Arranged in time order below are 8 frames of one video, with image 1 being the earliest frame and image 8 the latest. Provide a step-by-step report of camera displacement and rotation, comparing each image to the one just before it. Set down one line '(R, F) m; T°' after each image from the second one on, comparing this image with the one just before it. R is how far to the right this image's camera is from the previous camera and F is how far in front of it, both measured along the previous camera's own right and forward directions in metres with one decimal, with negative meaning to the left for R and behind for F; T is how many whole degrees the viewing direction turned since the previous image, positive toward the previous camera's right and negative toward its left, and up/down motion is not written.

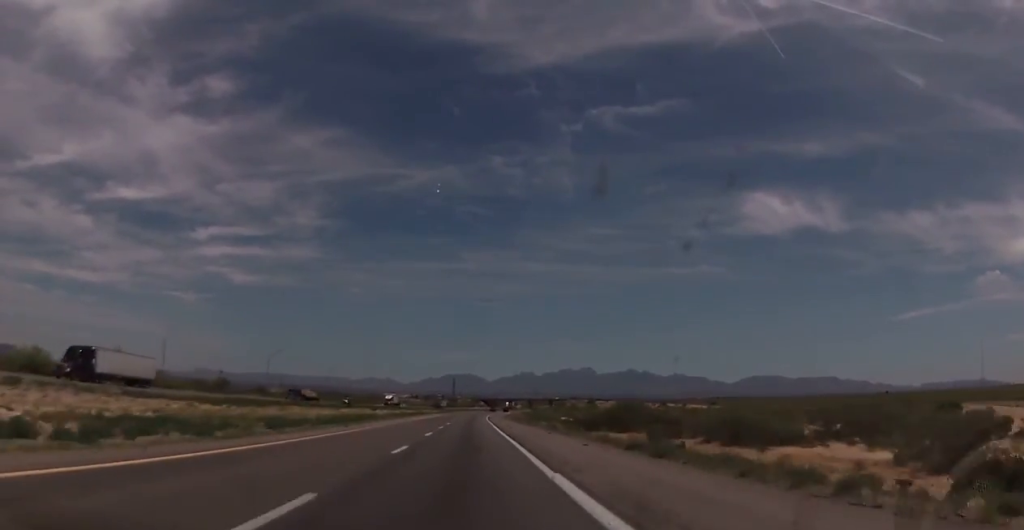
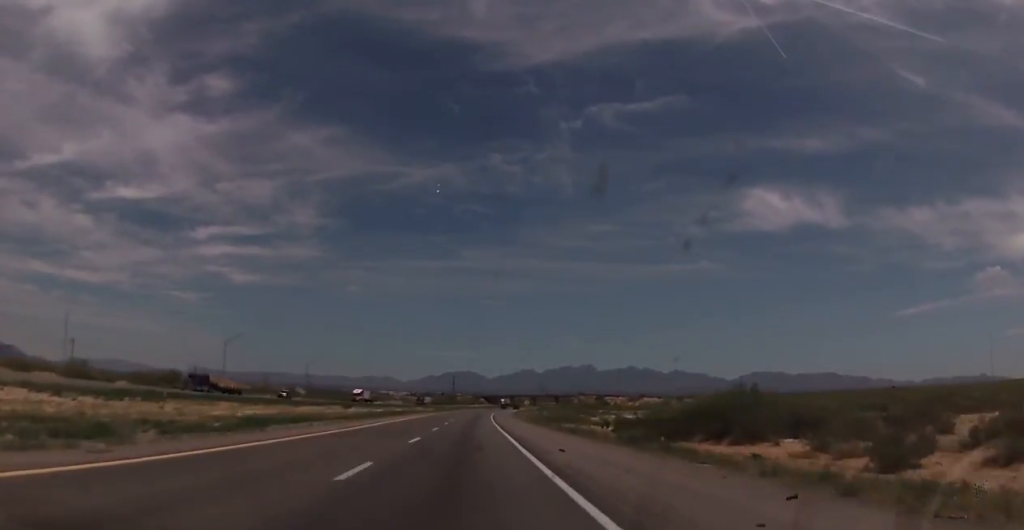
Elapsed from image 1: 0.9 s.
(-0.1, +31.4) m; 0°
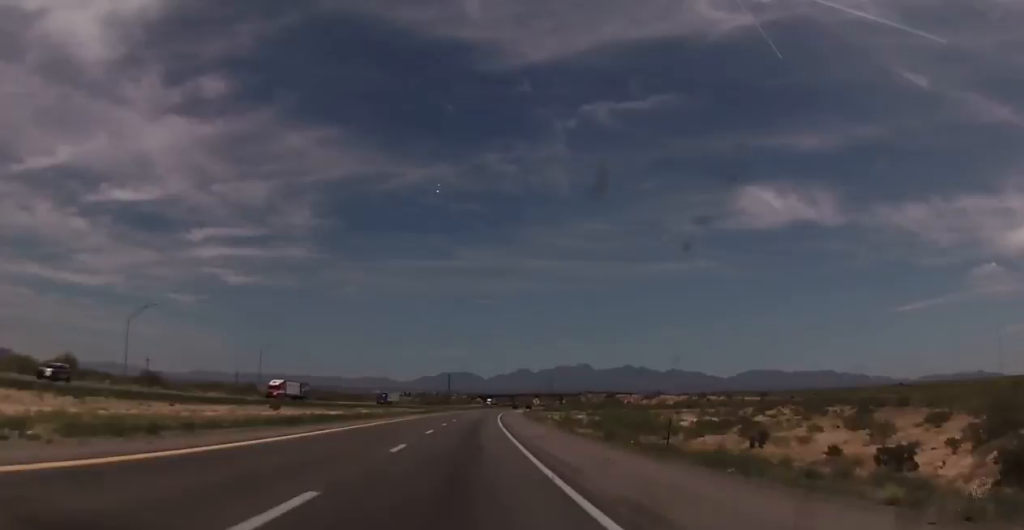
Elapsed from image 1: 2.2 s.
(+0.3, +41.4) m; 0°
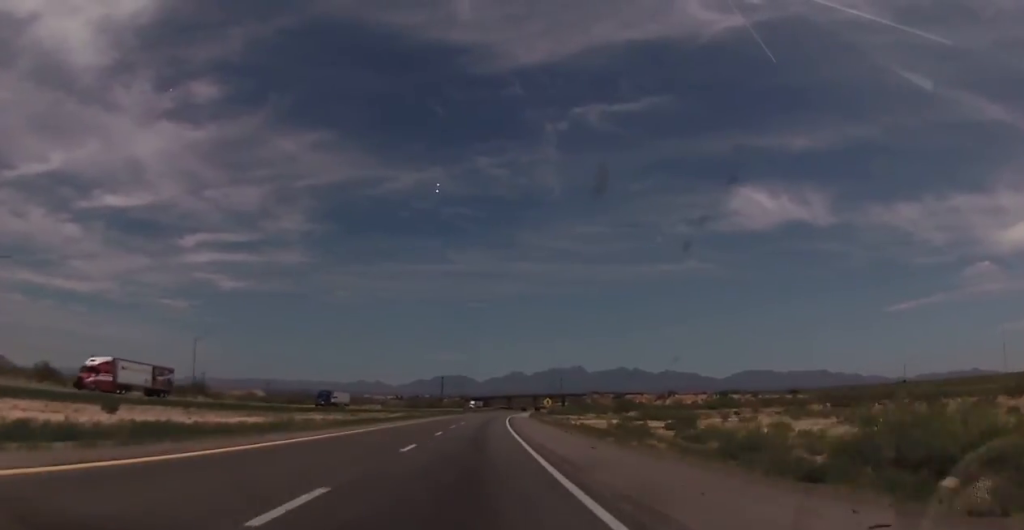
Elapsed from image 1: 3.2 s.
(-0.2, +35.8) m; 0°
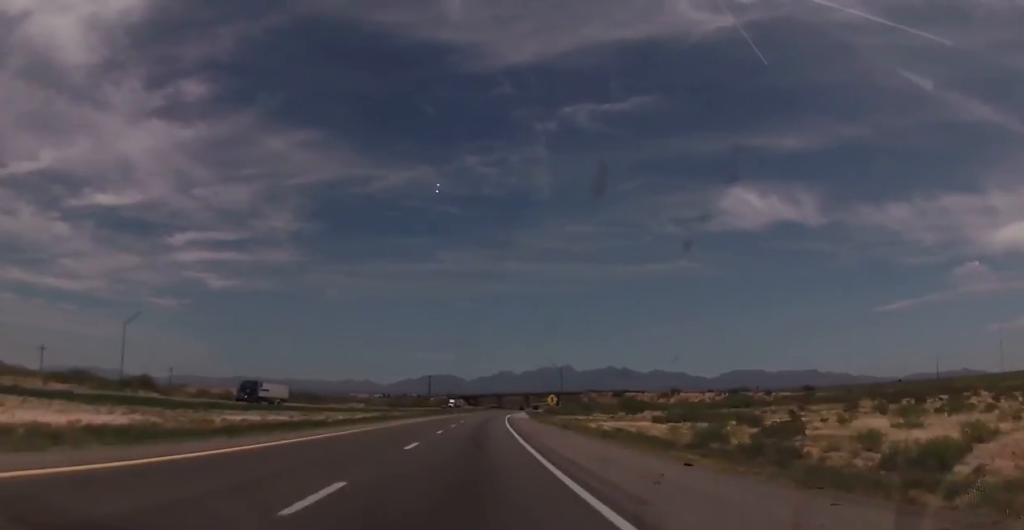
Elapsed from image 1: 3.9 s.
(+0.3, +23.5) m; +1°
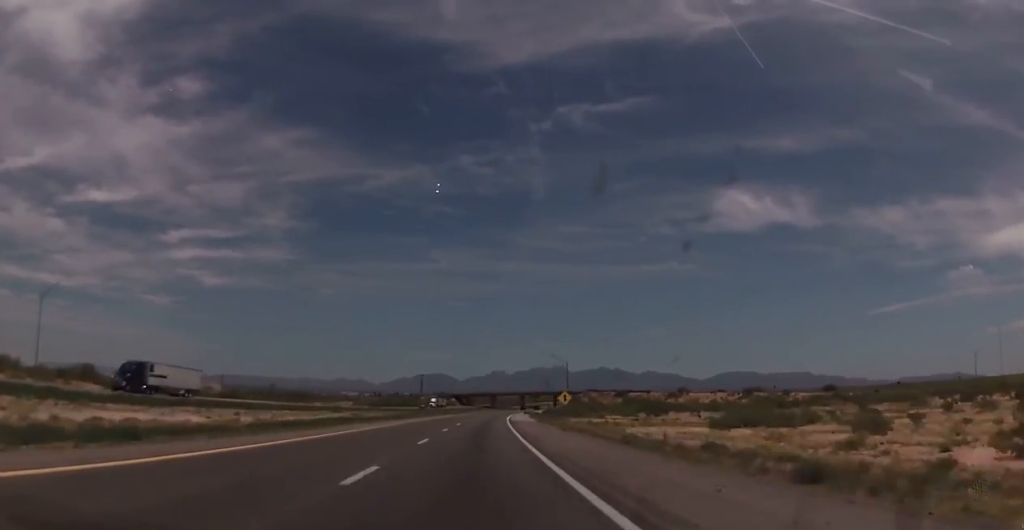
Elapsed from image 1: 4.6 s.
(+0.2, +21.3) m; +1°
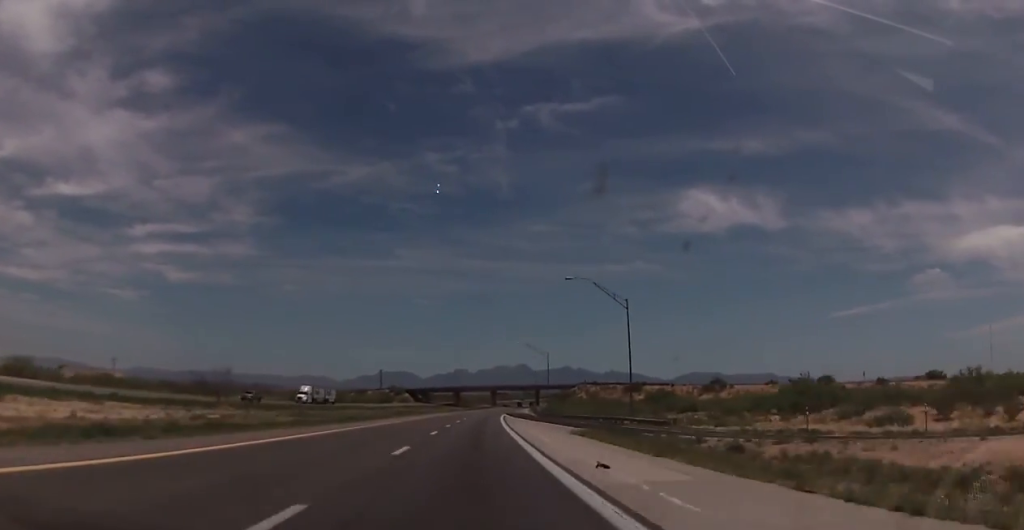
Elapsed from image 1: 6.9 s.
(+1.1, +78.4) m; +2°
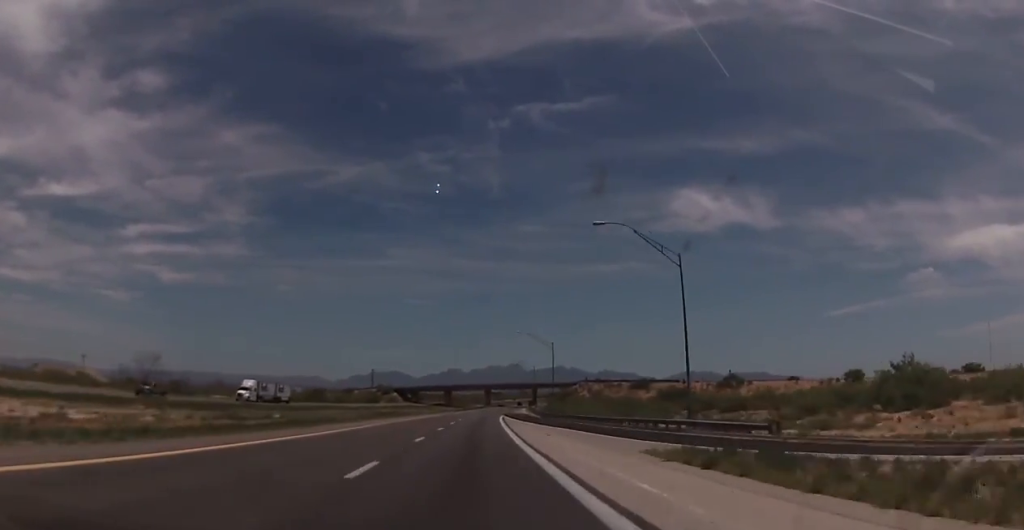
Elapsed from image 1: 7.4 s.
(-0.2, +17.9) m; +1°
